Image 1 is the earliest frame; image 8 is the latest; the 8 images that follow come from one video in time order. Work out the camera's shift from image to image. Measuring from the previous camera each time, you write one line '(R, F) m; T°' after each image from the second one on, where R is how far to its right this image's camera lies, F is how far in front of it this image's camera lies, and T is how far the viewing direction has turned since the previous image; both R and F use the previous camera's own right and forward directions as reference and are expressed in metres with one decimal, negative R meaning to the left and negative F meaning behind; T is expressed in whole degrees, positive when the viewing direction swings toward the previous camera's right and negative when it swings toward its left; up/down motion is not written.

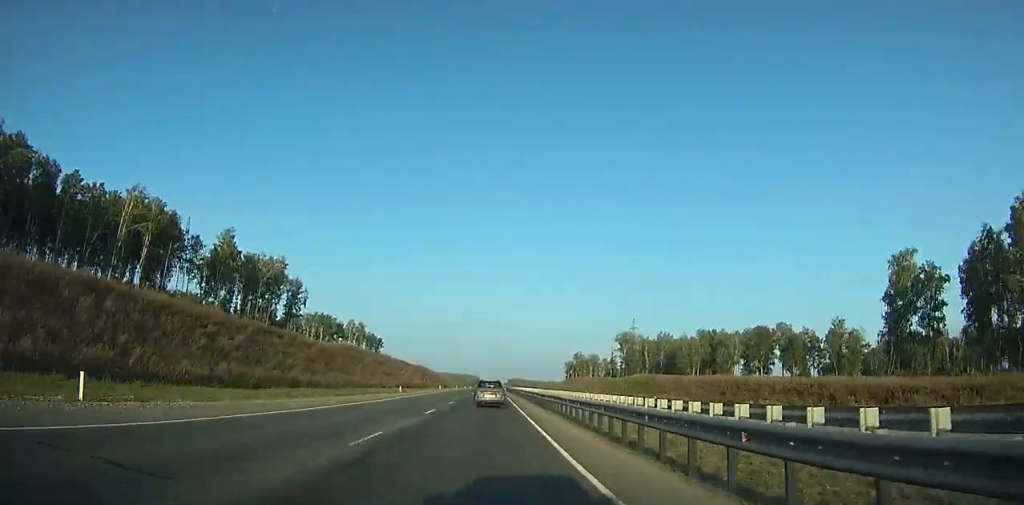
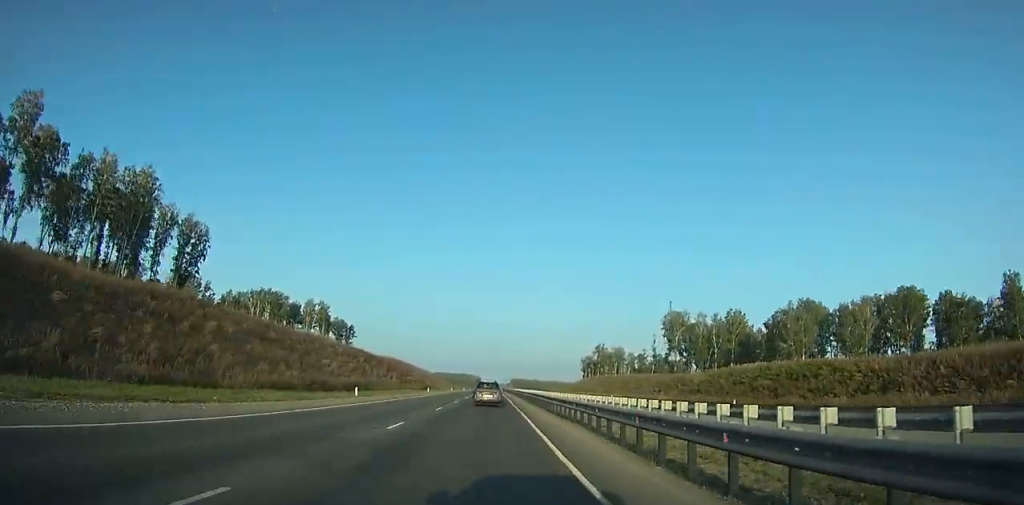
(+0.4, +68.4) m; 0°
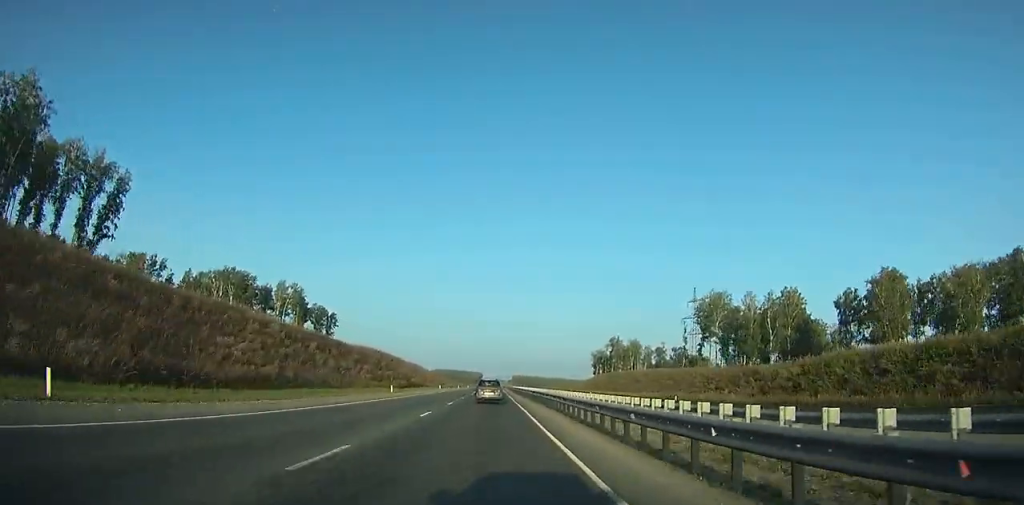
(-0.1, +31.3) m; 0°
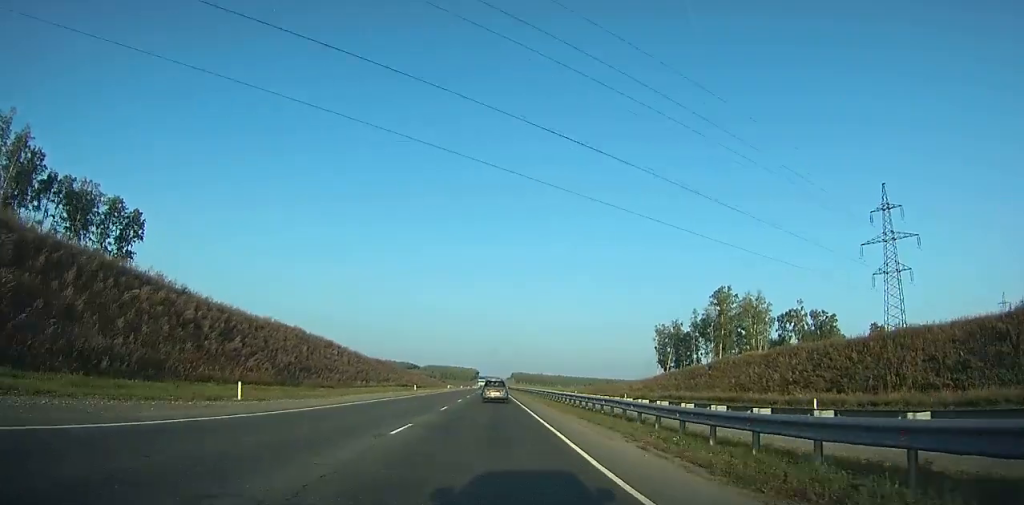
(-1.0, +125.1) m; -1°
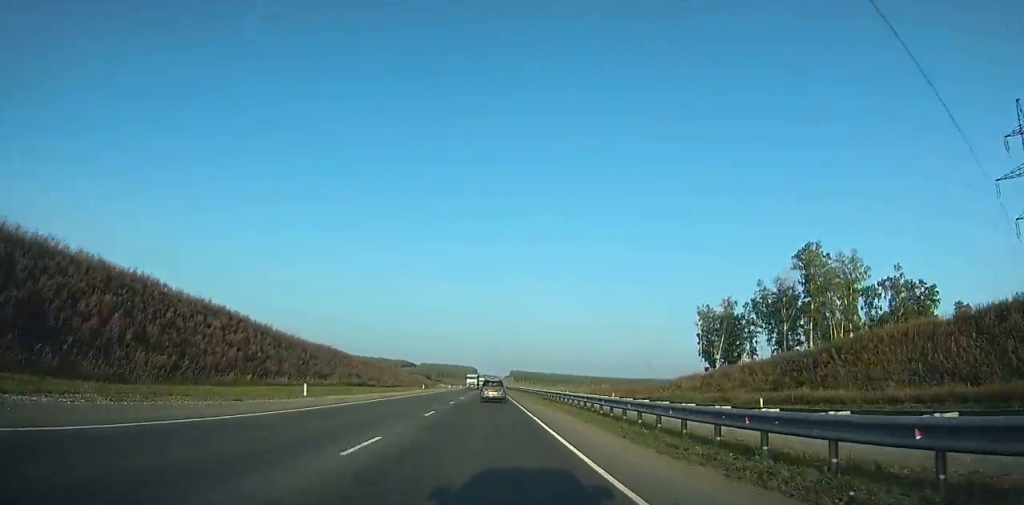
(-0.2, +39.3) m; 0°
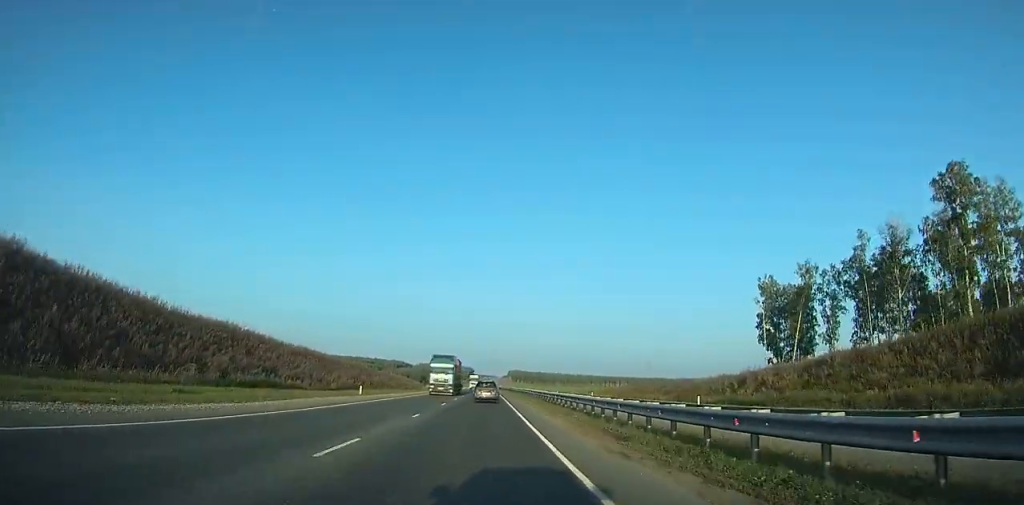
(+0.2, +37.3) m; 0°
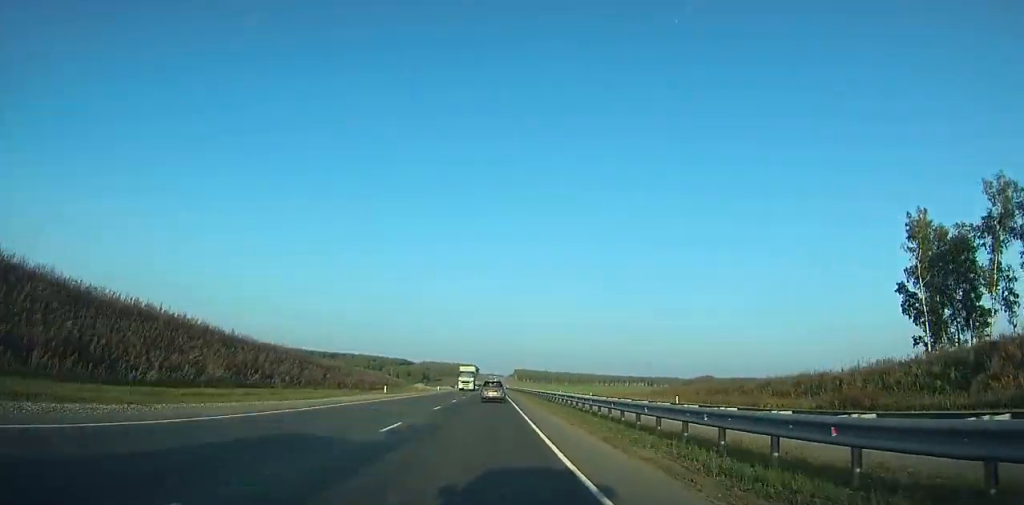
(+0.2, +42.0) m; 0°
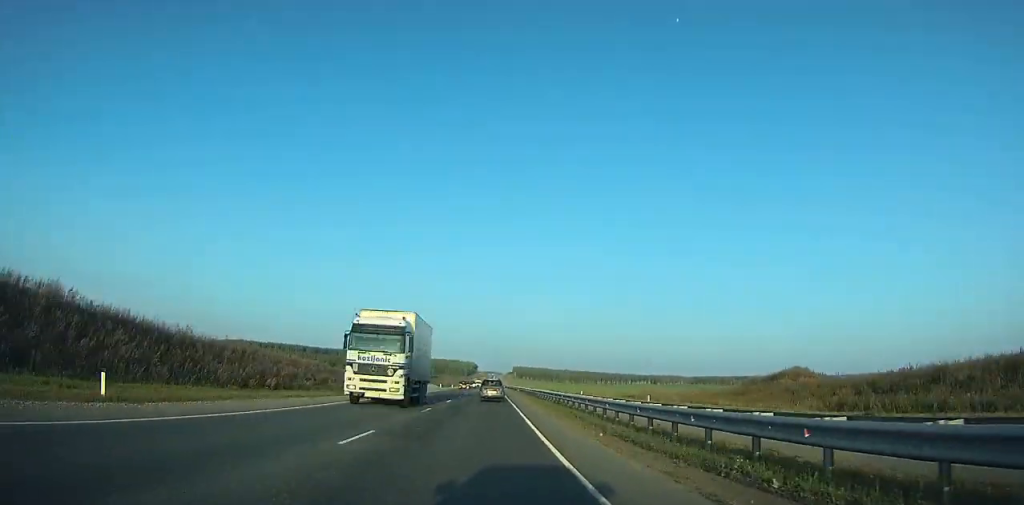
(-0.1, +37.4) m; 0°
